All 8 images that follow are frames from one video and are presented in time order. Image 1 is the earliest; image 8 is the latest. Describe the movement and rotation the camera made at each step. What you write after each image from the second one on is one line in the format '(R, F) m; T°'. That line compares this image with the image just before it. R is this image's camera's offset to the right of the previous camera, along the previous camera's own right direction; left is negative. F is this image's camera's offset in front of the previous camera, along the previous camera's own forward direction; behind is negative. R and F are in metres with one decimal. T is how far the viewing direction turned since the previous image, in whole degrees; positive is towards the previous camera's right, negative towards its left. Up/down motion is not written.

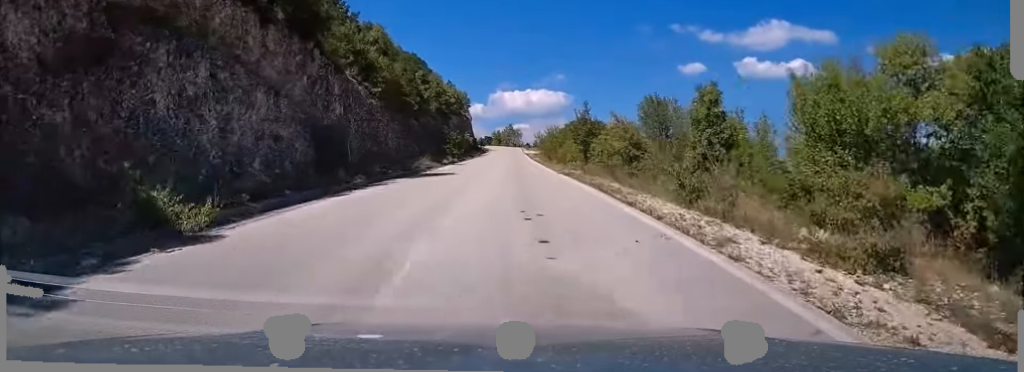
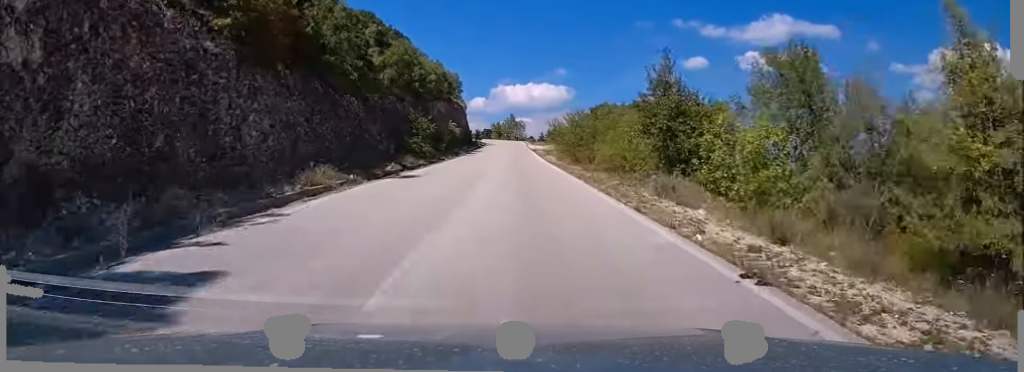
(+0.3, +27.4) m; +1°
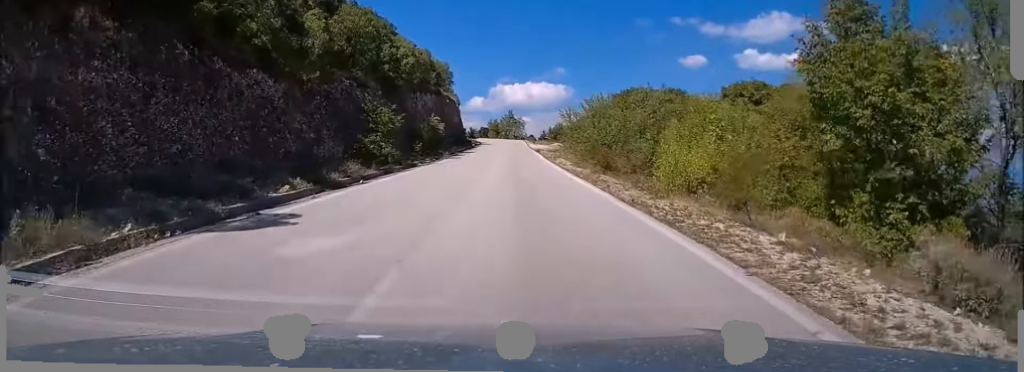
(+0.1, +14.9) m; 0°
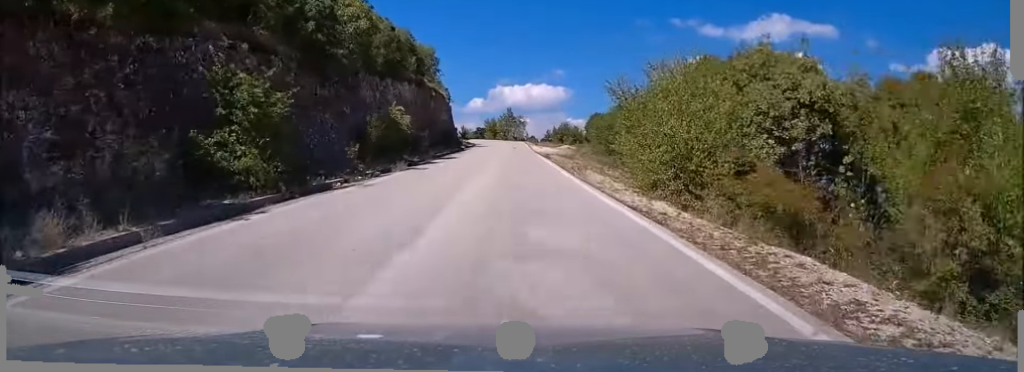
(0.0, +19.7) m; 0°
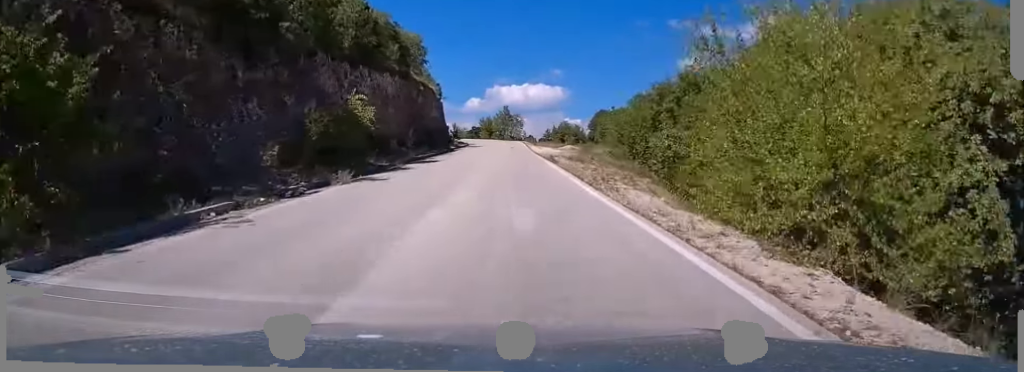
(0.0, +9.2) m; 0°
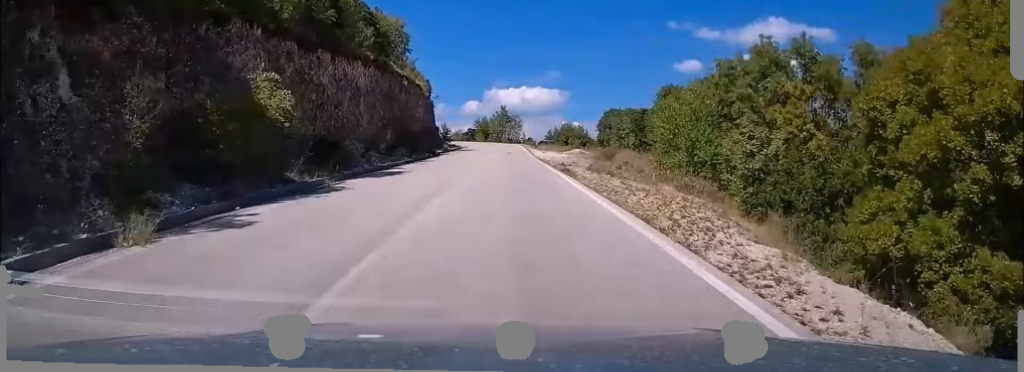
(0.0, +11.6) m; 0°
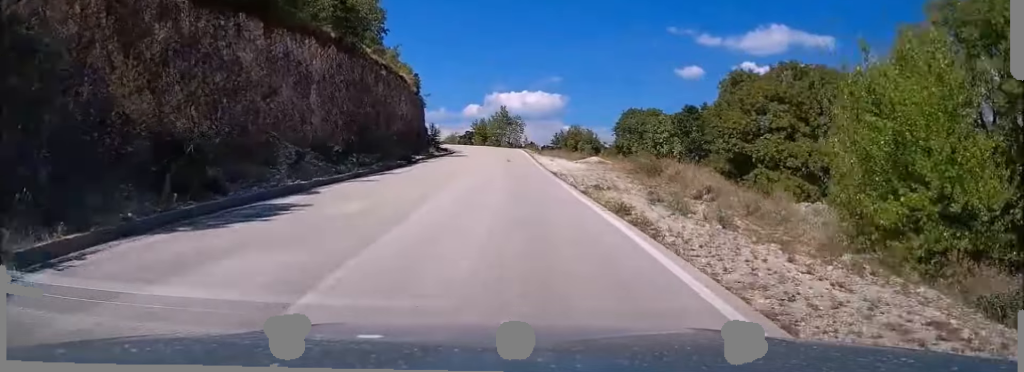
(0.0, +13.1) m; 0°
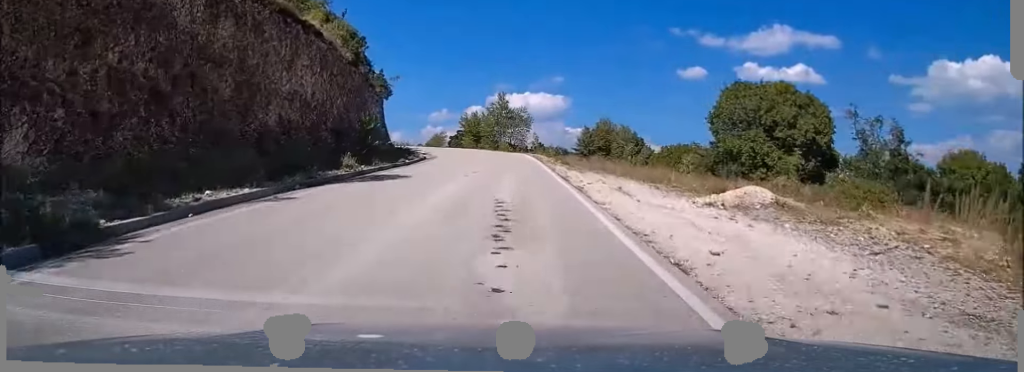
(0.0, +34.1) m; -1°
